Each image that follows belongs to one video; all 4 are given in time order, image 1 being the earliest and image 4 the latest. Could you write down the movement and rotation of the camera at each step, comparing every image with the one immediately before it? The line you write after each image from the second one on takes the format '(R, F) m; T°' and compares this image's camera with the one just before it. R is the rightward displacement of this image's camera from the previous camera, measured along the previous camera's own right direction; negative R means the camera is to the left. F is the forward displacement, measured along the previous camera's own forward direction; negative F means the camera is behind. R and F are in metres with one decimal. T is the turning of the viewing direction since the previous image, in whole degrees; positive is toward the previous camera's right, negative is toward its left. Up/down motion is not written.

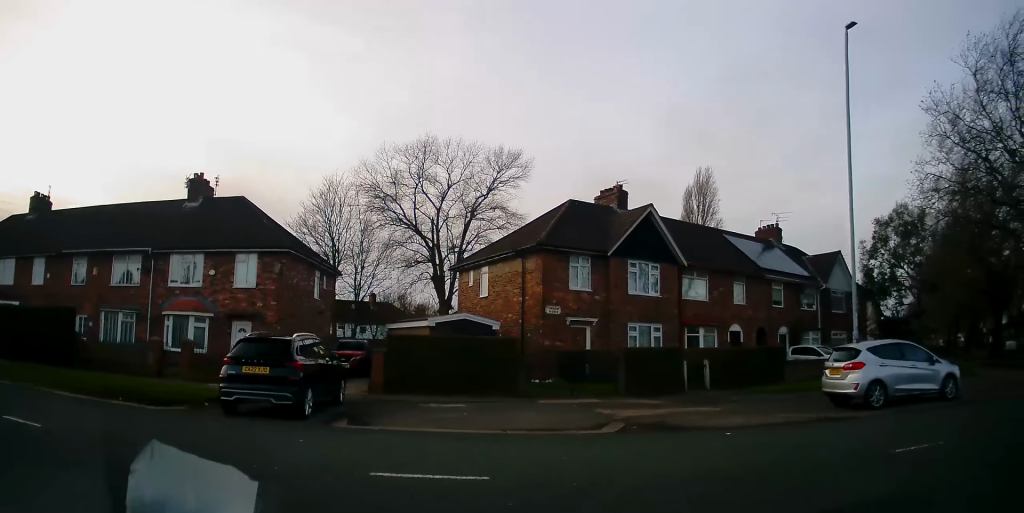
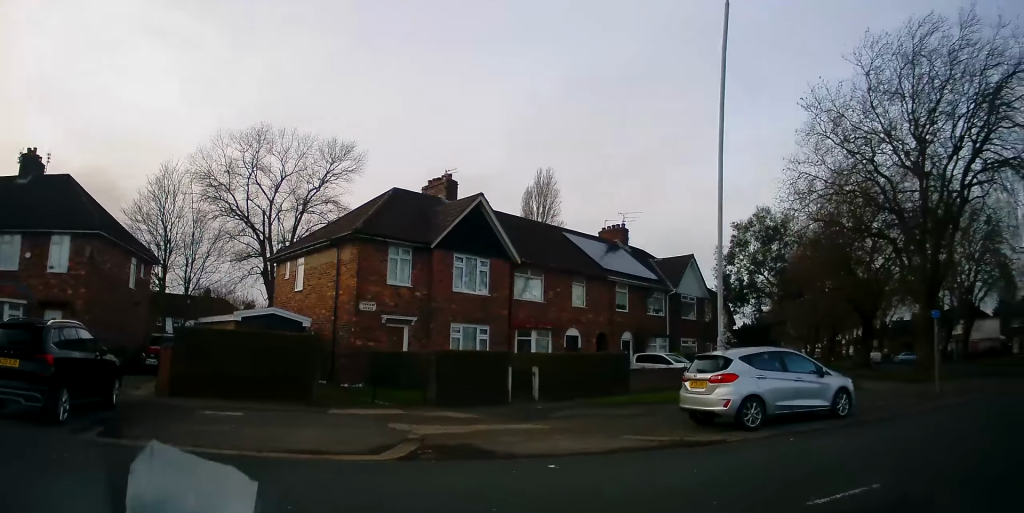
(0.0, +1.6) m; +5°
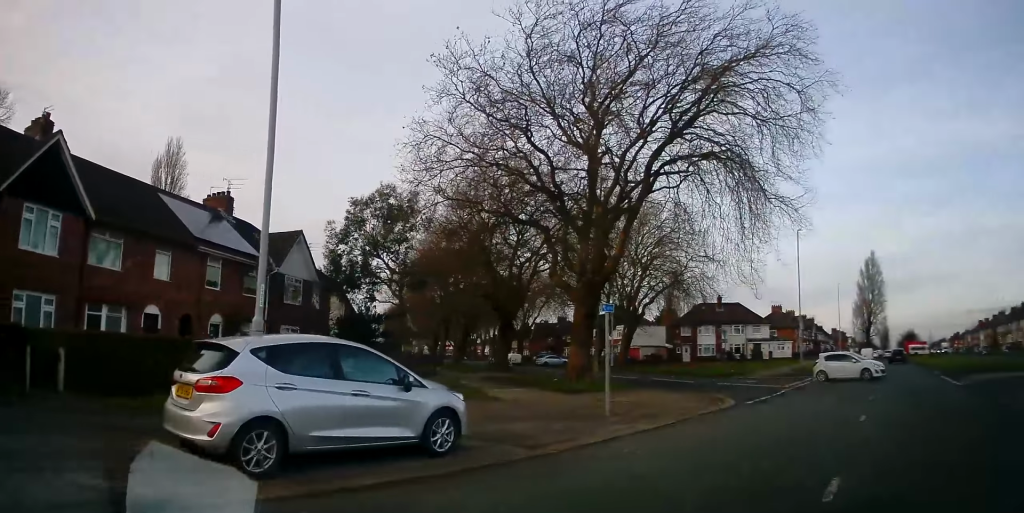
(+0.8, +4.0) m; +31°
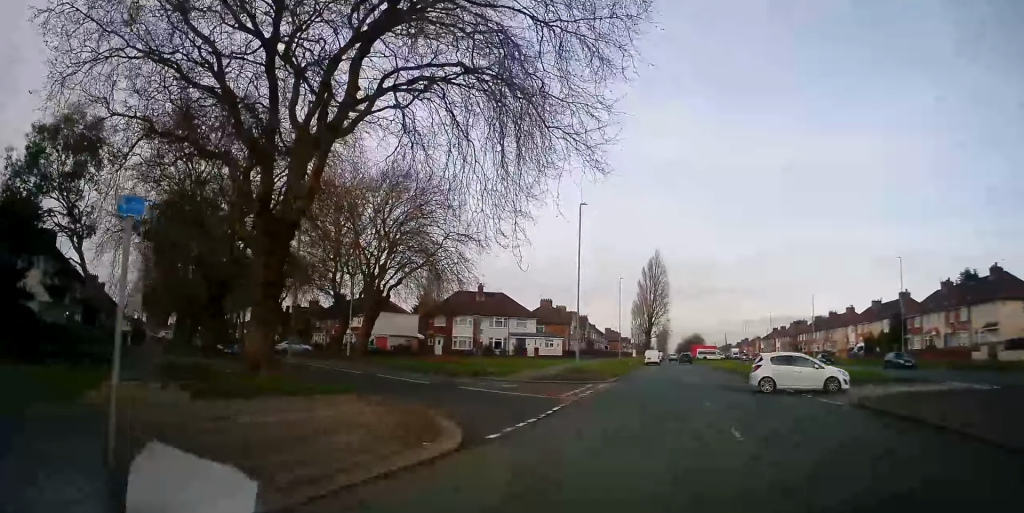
(+2.0, +7.2) m; +20°
